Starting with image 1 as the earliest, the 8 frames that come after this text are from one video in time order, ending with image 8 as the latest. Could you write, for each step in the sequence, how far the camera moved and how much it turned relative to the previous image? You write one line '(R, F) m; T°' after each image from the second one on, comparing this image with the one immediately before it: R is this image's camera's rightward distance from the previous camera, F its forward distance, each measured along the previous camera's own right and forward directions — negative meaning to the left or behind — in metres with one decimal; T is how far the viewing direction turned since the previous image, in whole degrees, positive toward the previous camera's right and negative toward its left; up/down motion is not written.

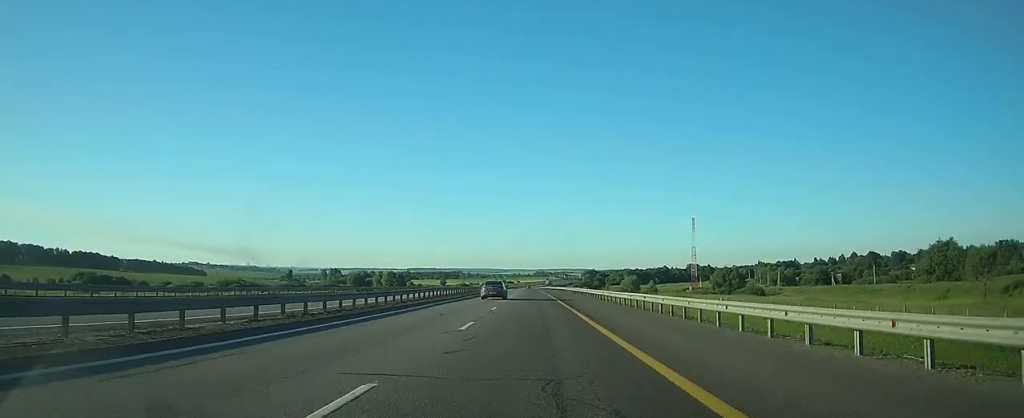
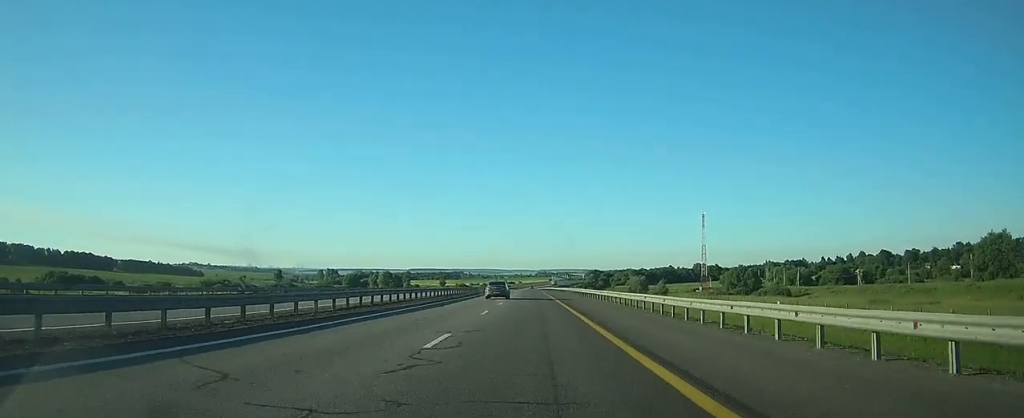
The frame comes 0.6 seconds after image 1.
(-0.1, +16.5) m; 0°
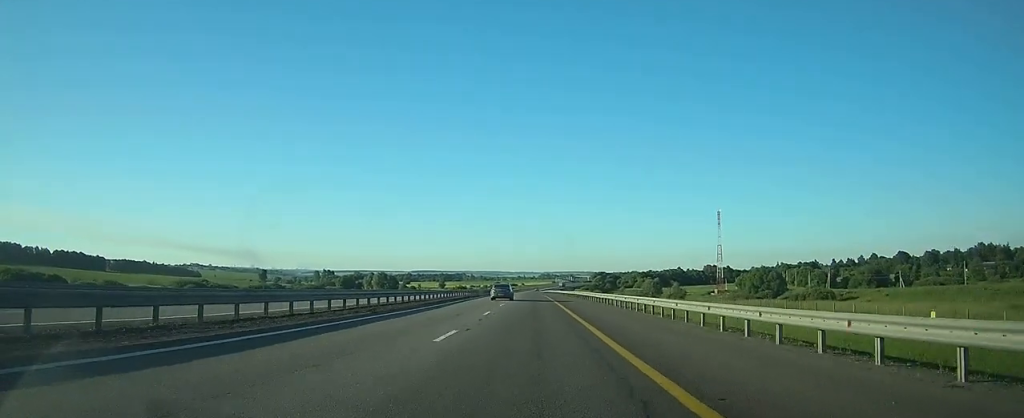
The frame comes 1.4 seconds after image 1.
(-0.1, +22.1) m; 0°
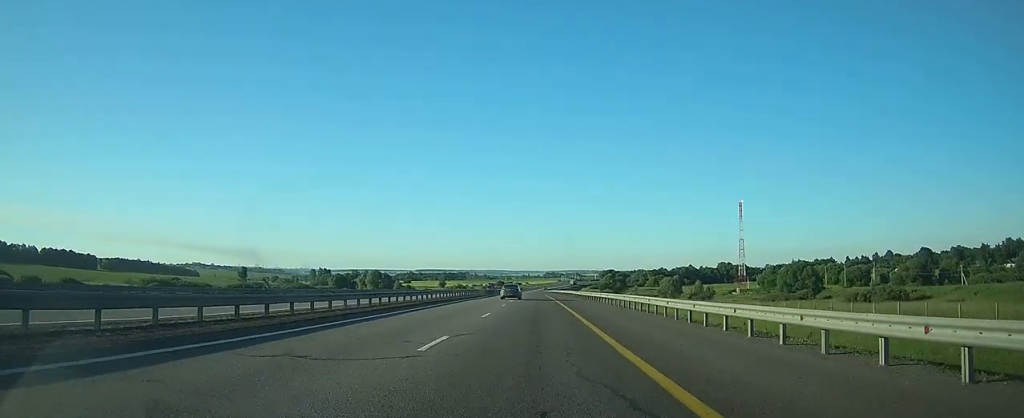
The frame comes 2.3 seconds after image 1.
(0.0, +26.0) m; 0°
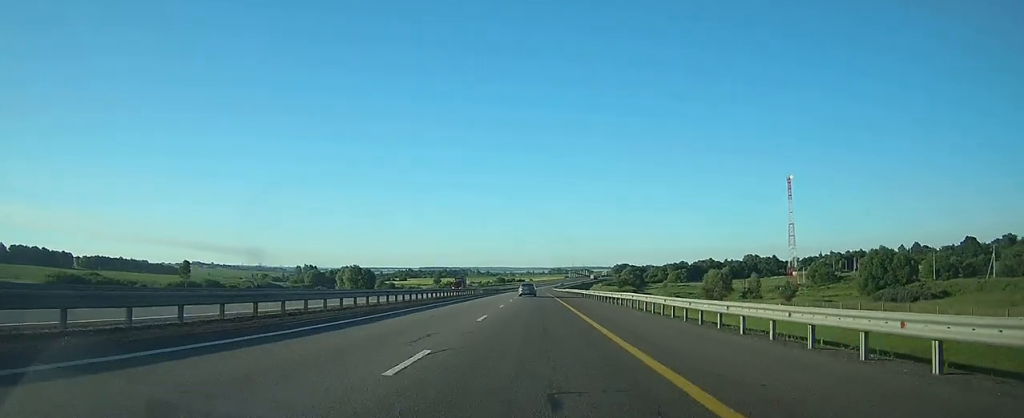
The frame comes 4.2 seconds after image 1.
(-0.7, +51.2) m; -1°
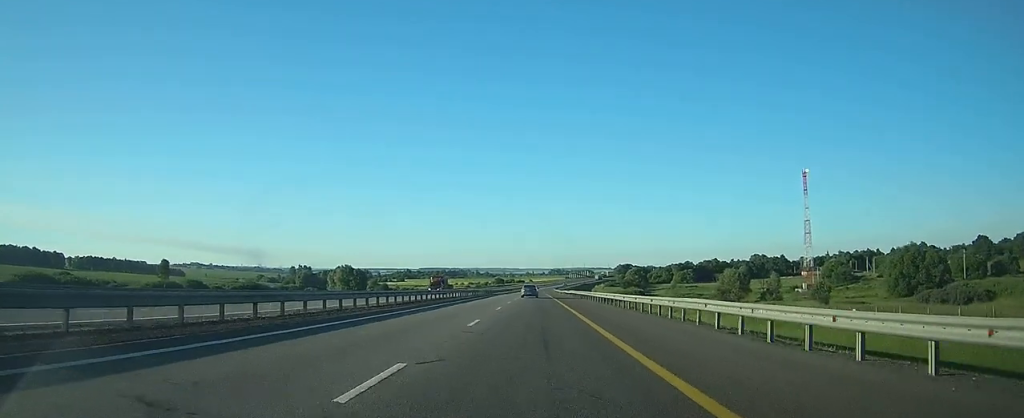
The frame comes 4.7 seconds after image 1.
(0.0, +14.0) m; 0°
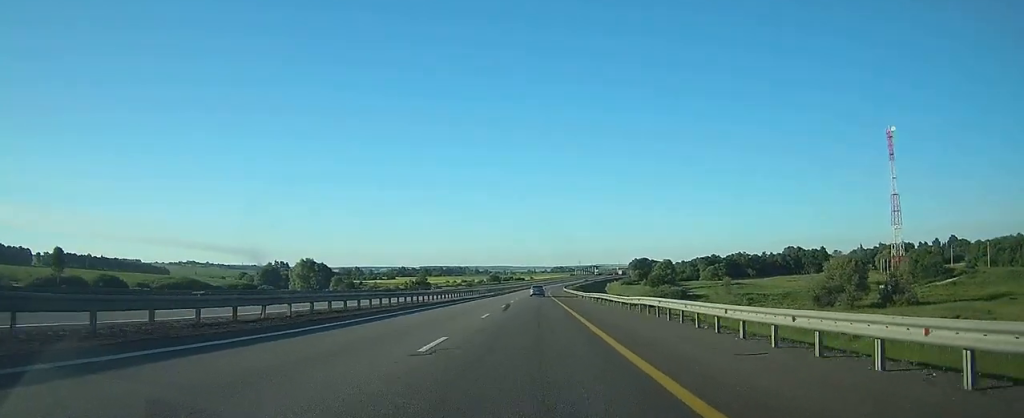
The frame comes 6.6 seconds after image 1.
(+0.4, +55.2) m; +1°
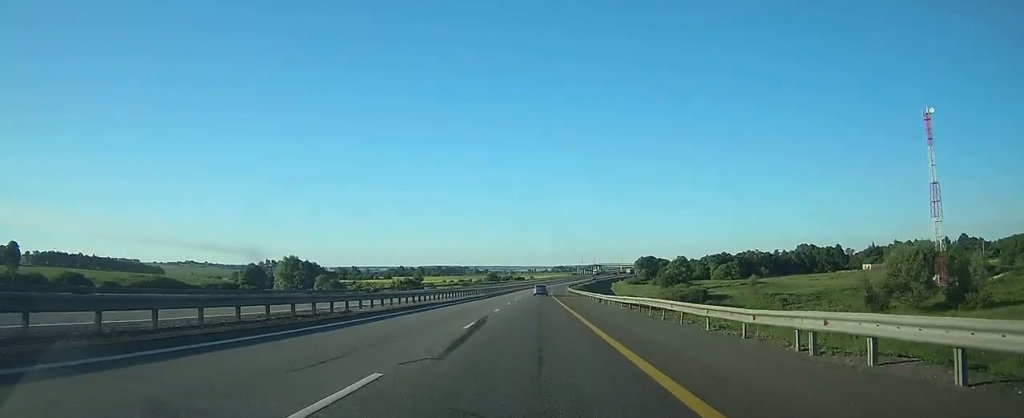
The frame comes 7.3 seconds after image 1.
(0.0, +17.8) m; 0°
